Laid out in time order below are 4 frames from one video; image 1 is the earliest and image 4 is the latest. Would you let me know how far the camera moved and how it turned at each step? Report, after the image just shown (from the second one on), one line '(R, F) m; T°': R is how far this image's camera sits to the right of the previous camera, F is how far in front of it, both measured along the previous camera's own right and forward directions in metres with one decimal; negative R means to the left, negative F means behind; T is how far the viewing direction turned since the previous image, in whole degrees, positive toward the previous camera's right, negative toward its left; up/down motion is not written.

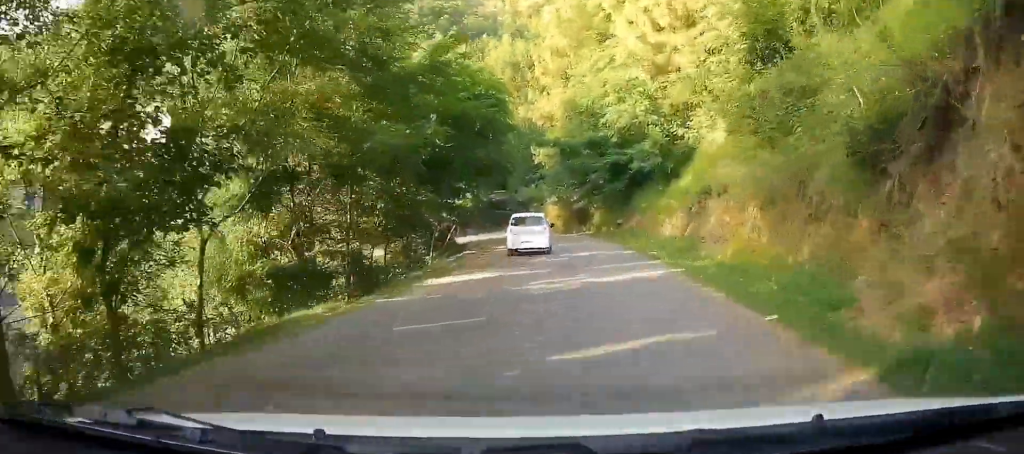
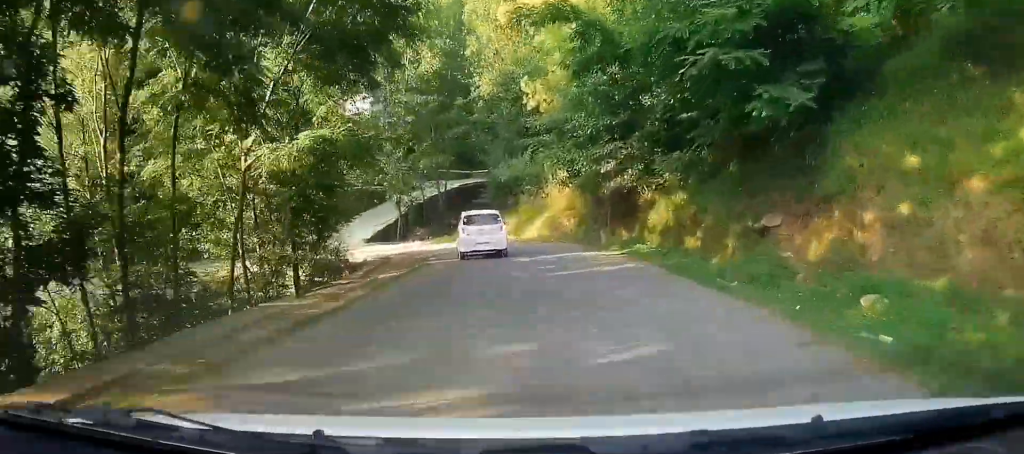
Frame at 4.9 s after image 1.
(+5.5, +27.8) m; +17°
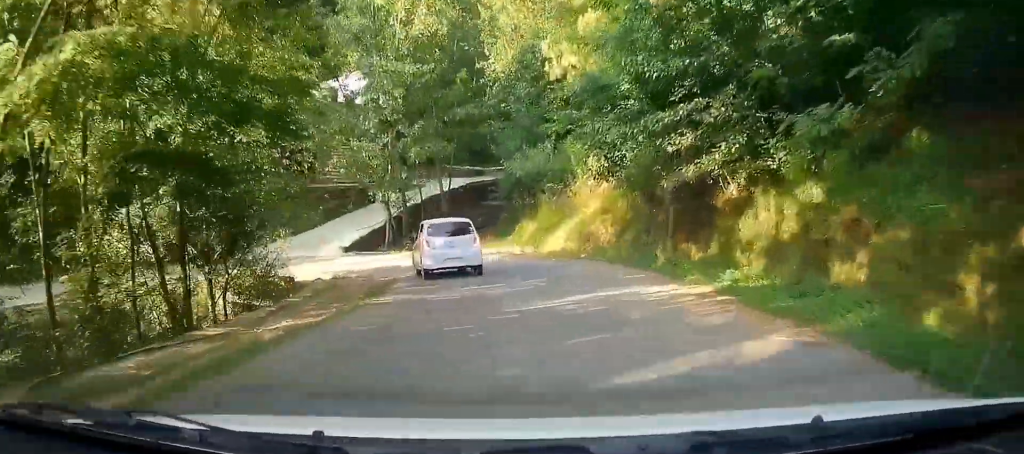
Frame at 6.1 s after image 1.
(0.0, +6.8) m; -1°
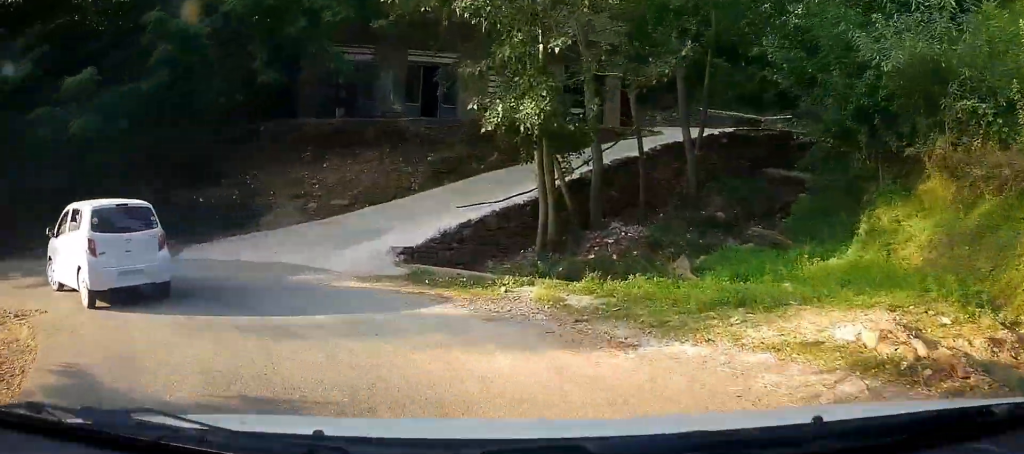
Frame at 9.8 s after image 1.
(-0.4, +18.8) m; -2°
